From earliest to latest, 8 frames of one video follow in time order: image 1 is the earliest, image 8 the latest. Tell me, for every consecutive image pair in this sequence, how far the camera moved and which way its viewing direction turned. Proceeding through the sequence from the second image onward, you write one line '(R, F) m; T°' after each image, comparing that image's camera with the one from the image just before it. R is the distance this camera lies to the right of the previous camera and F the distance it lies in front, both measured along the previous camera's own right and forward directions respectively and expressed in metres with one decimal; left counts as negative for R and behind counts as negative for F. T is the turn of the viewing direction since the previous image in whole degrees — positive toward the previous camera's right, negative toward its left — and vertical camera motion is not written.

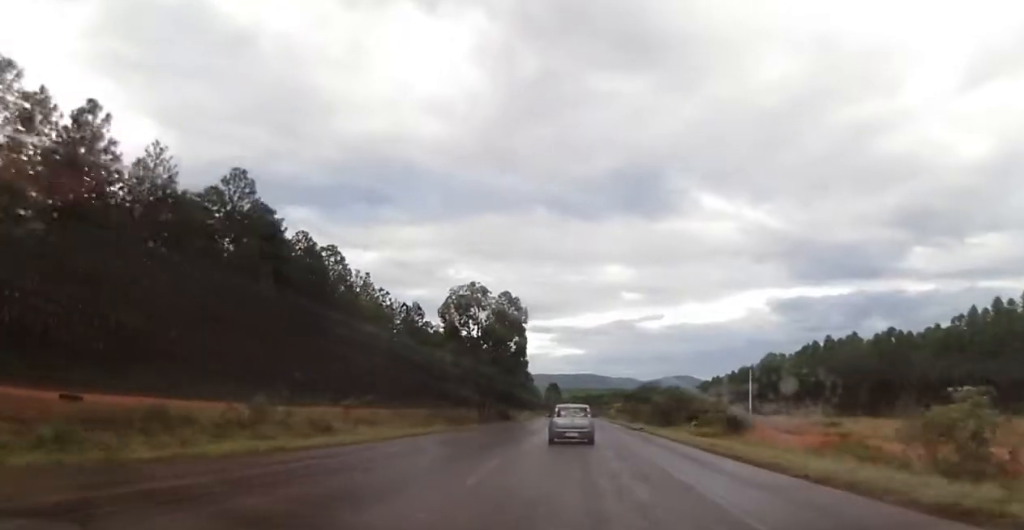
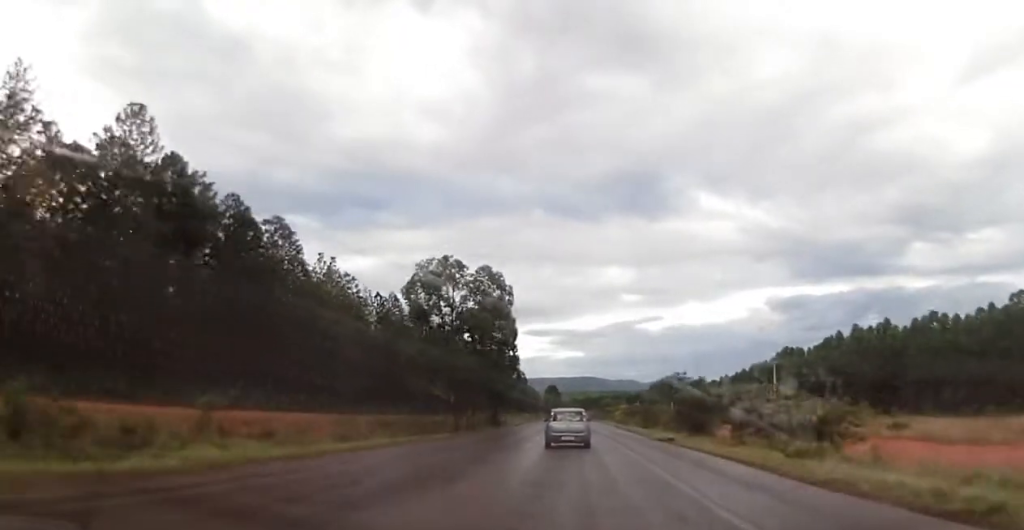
(0.0, +14.8) m; 0°
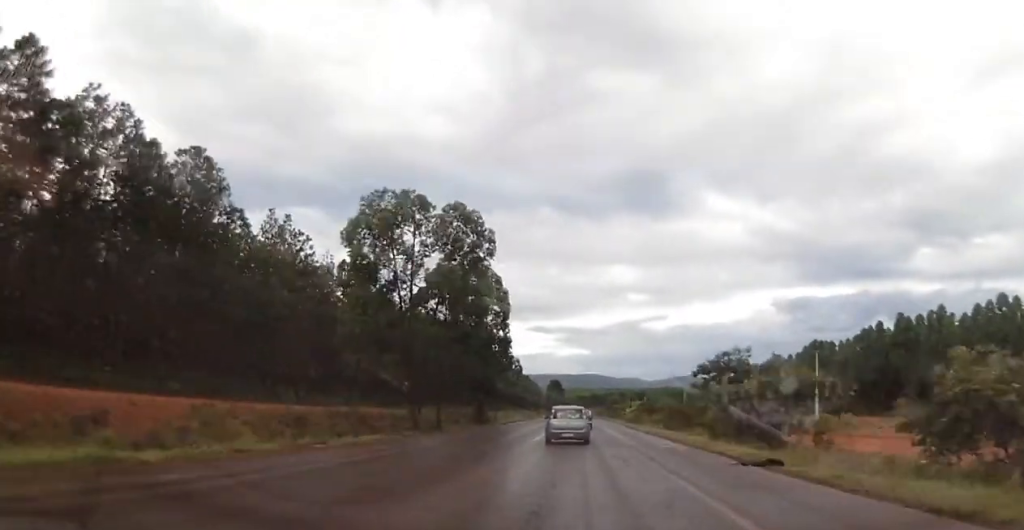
(0.0, +16.7) m; 0°
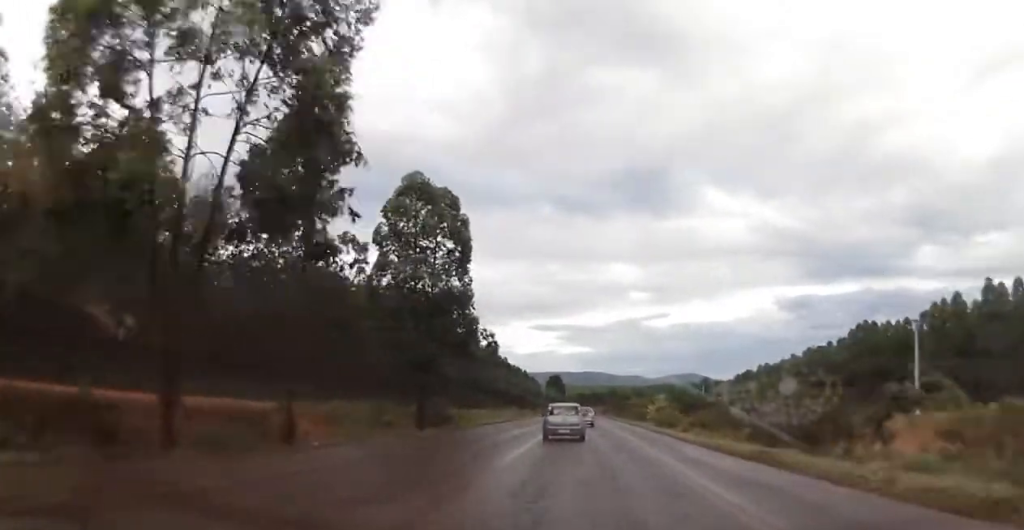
(0.0, +25.9) m; 0°
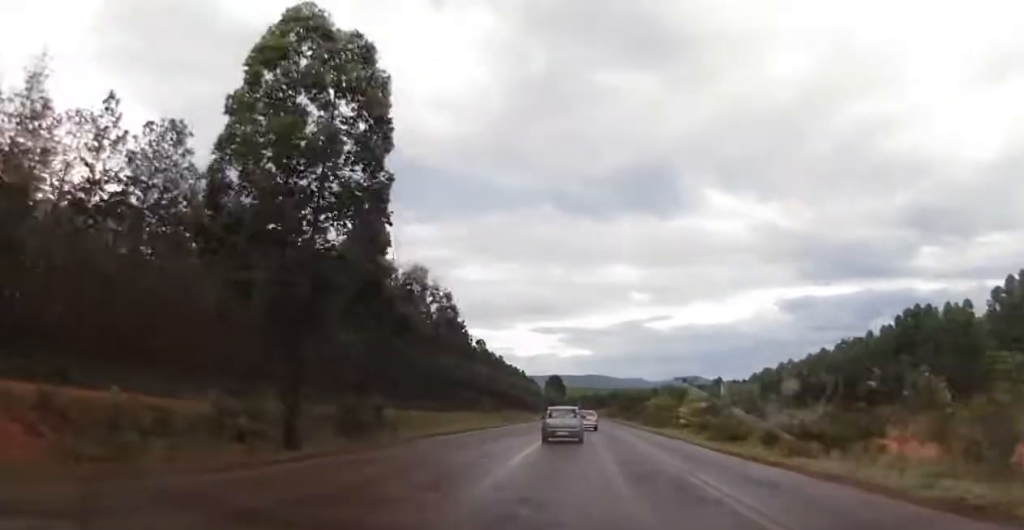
(0.0, +19.9) m; 0°
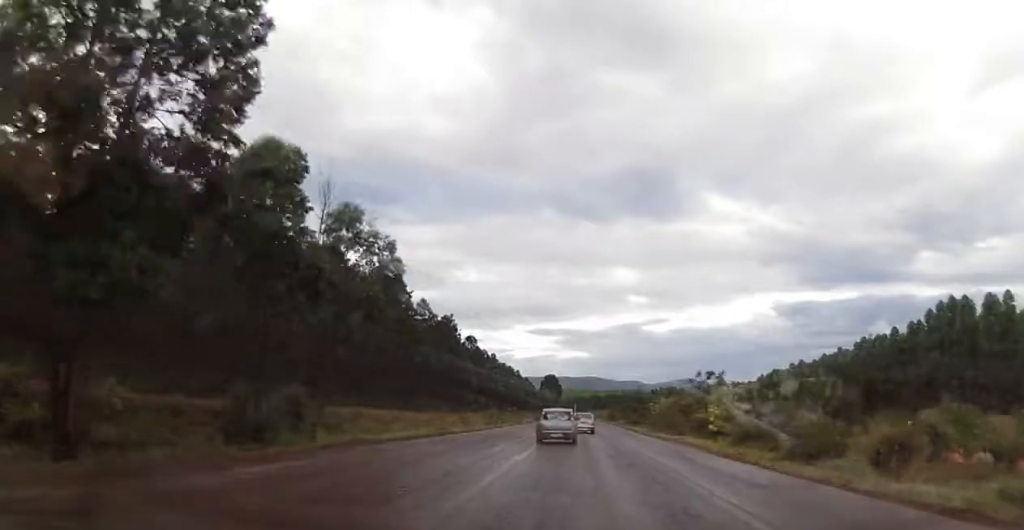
(0.0, +11.4) m; 0°
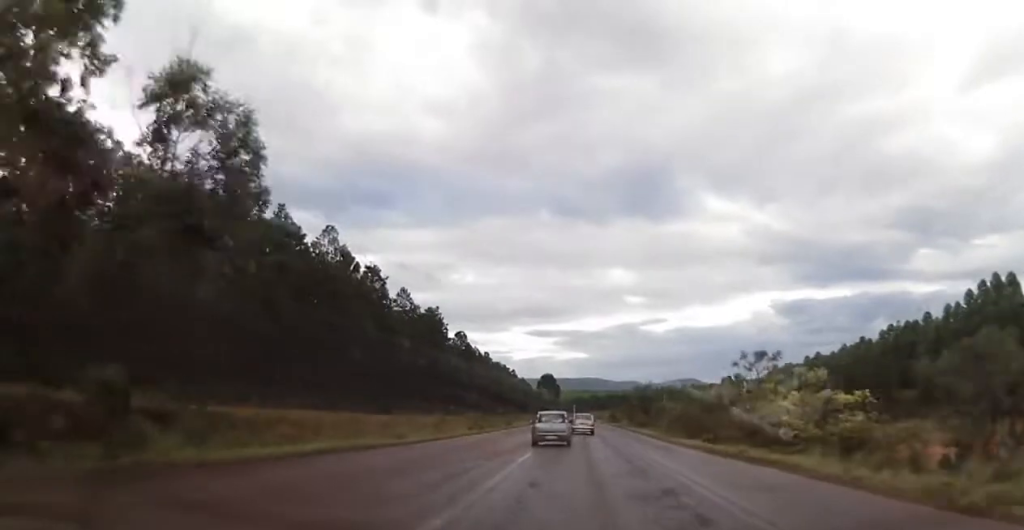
(0.0, +12.1) m; 0°
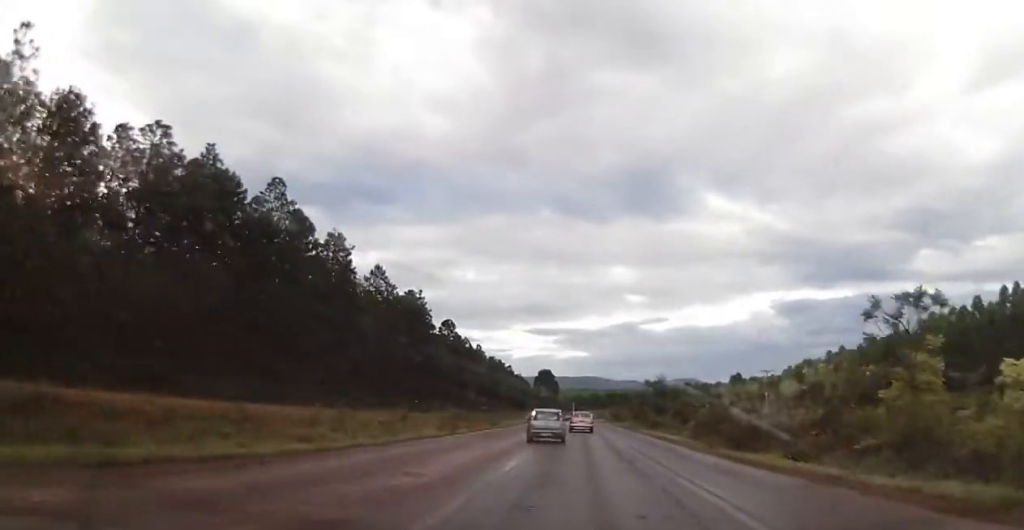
(0.0, +14.4) m; 0°
